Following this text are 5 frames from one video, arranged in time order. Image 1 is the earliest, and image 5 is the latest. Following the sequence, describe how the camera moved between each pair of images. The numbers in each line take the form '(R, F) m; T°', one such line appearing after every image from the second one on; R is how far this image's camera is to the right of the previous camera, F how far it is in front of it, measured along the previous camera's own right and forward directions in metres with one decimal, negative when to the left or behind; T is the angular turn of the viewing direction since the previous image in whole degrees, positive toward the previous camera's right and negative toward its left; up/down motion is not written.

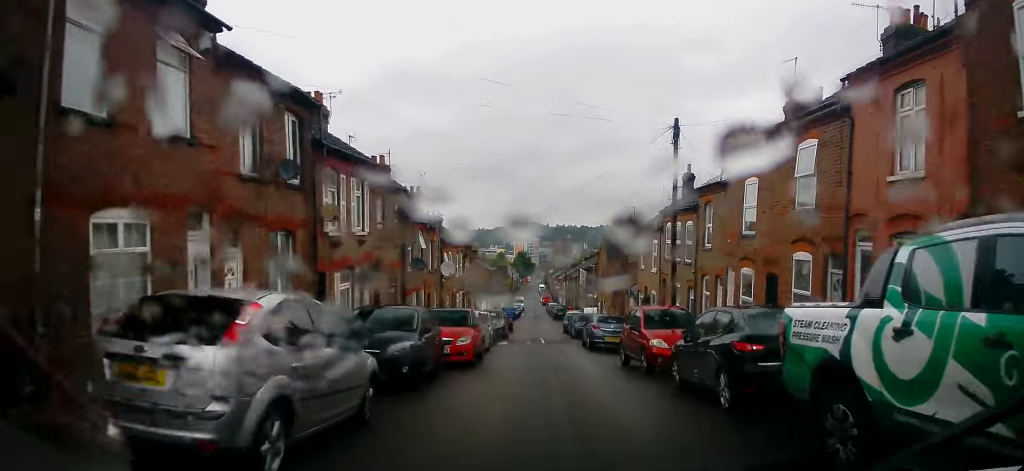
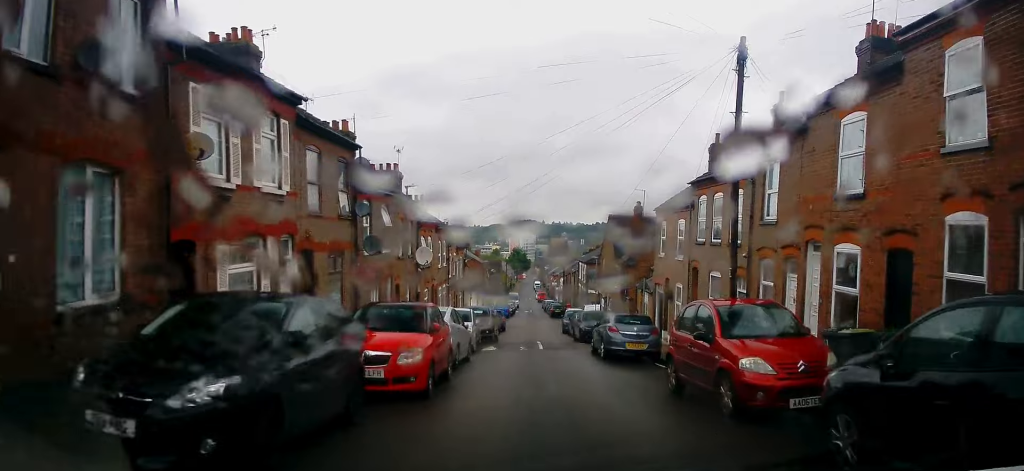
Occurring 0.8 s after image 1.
(+0.1, +6.0) m; +1°
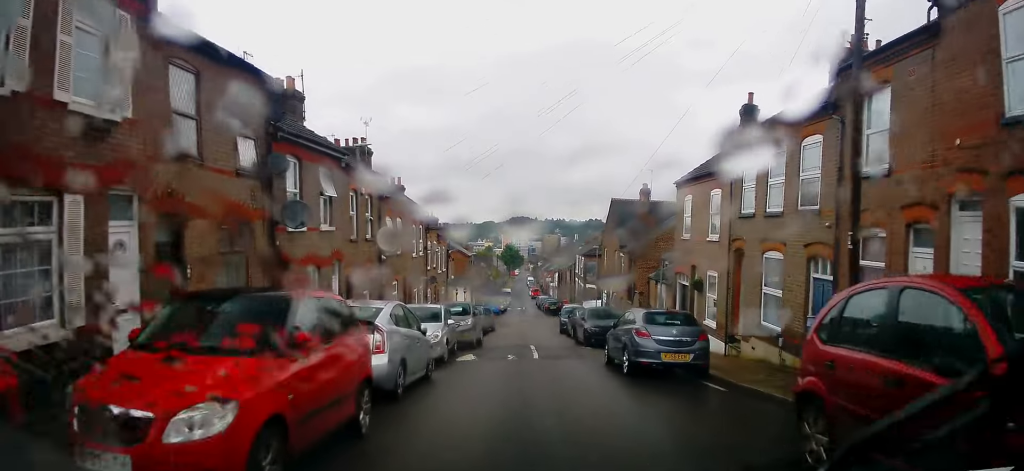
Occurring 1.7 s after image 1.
(+0.1, +5.6) m; 0°
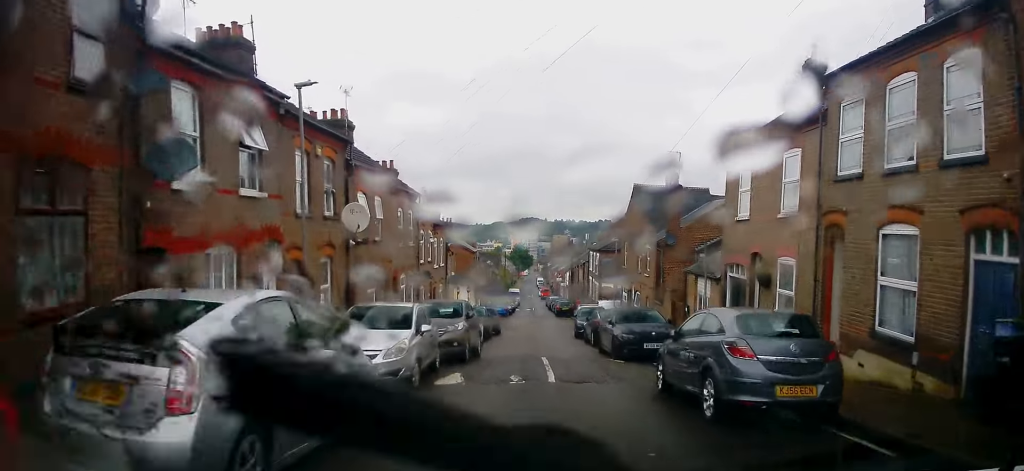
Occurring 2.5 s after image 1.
(0.0, +5.3) m; -2°
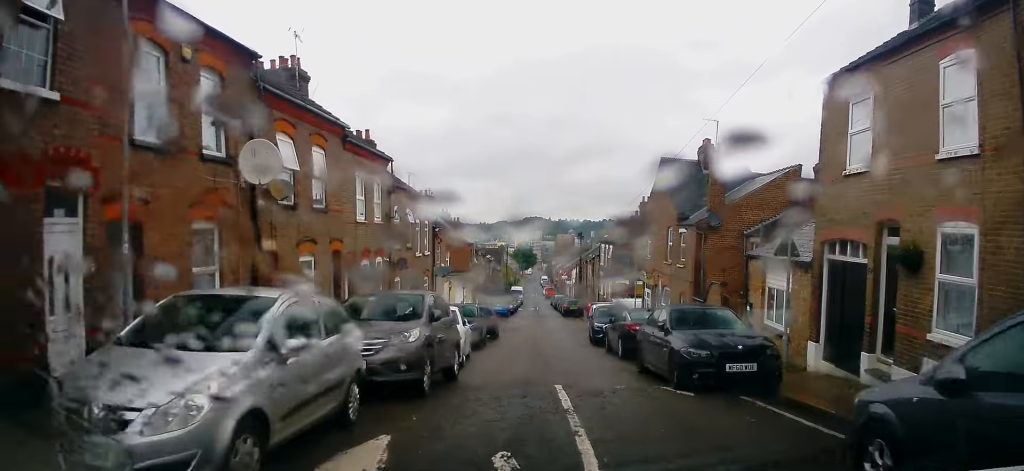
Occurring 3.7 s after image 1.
(-0.2, +6.2) m; -1°
